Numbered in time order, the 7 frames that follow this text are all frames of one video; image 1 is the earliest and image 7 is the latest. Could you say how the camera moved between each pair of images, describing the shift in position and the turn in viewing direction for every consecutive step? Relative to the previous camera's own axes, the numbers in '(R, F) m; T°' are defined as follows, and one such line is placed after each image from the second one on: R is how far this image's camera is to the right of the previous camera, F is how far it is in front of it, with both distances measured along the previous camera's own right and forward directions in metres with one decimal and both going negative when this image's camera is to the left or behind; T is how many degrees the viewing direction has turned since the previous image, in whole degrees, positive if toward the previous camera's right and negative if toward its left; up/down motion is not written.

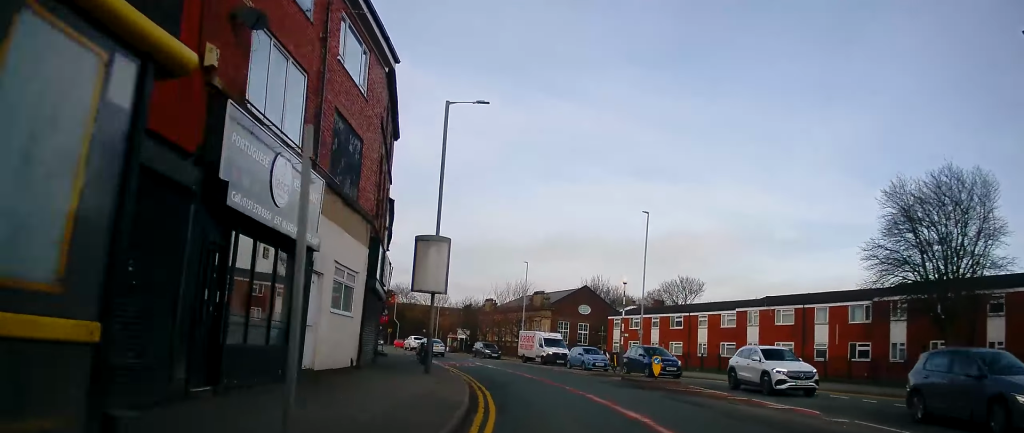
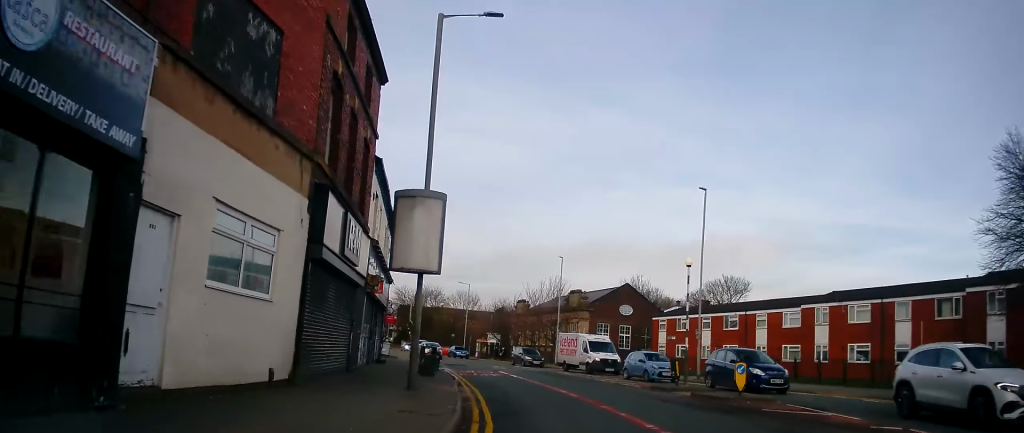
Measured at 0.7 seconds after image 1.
(-0.4, +6.9) m; -4°
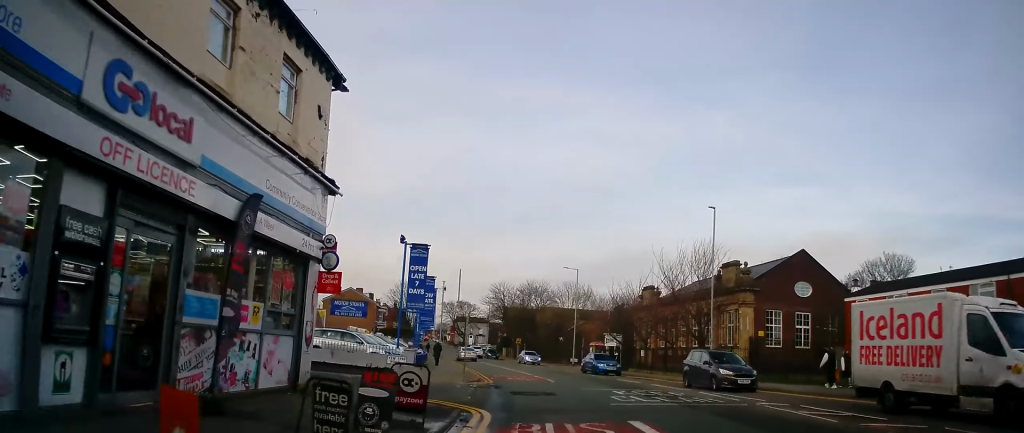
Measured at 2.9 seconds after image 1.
(-2.1, +21.1) m; -11°
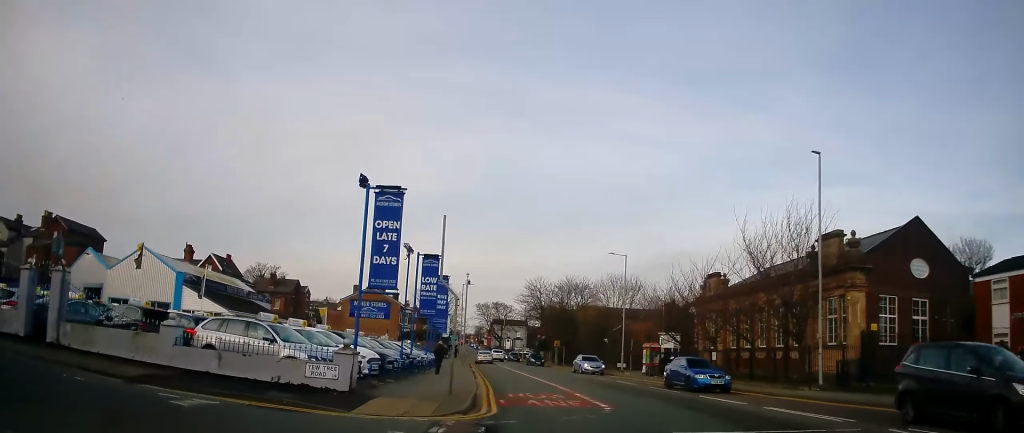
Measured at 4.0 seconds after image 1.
(-0.3, +10.9) m; -3°
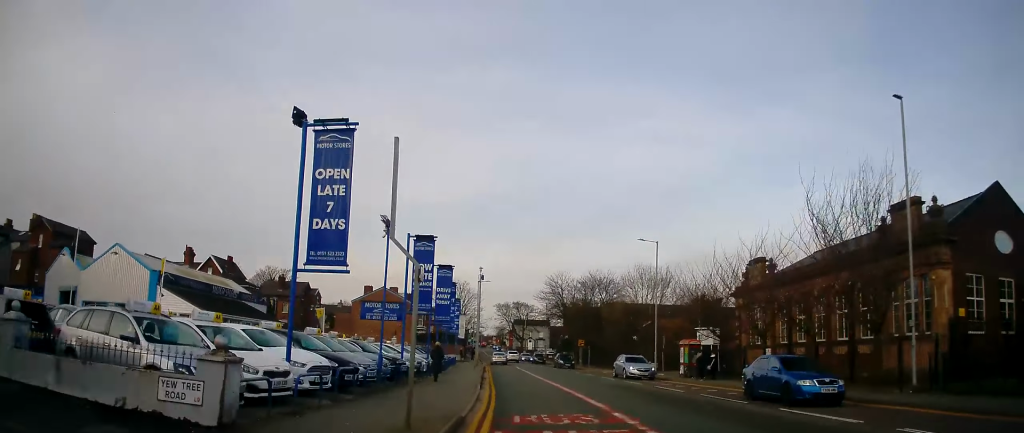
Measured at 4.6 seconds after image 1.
(-0.2, +6.1) m; -1°
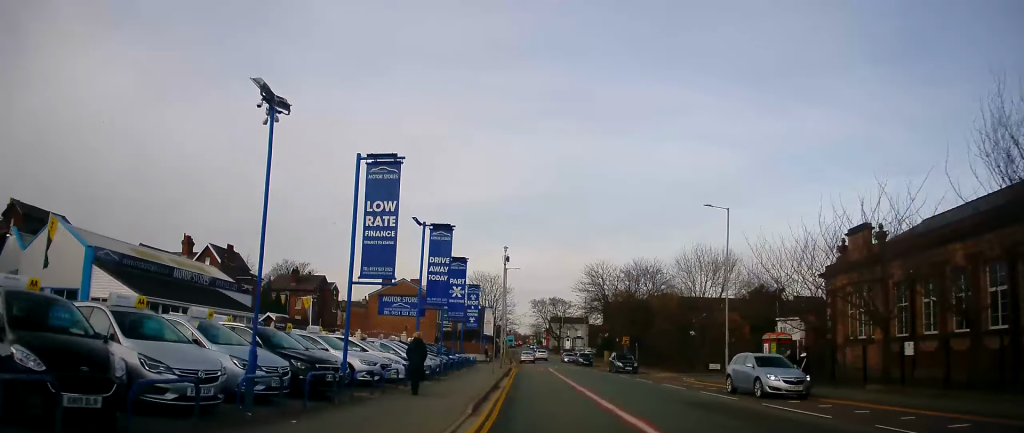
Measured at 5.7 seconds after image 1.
(-0.1, +10.5) m; -3°
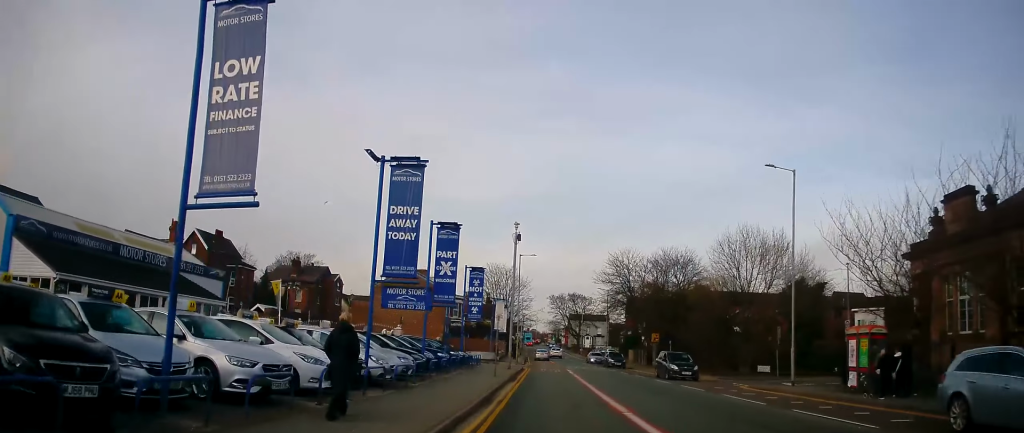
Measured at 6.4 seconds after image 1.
(-0.4, +7.9) m; -3°
